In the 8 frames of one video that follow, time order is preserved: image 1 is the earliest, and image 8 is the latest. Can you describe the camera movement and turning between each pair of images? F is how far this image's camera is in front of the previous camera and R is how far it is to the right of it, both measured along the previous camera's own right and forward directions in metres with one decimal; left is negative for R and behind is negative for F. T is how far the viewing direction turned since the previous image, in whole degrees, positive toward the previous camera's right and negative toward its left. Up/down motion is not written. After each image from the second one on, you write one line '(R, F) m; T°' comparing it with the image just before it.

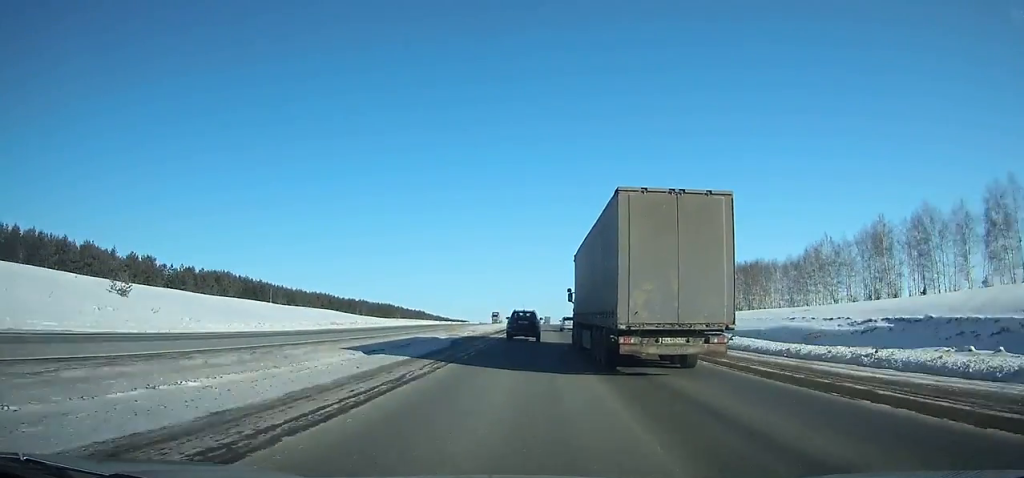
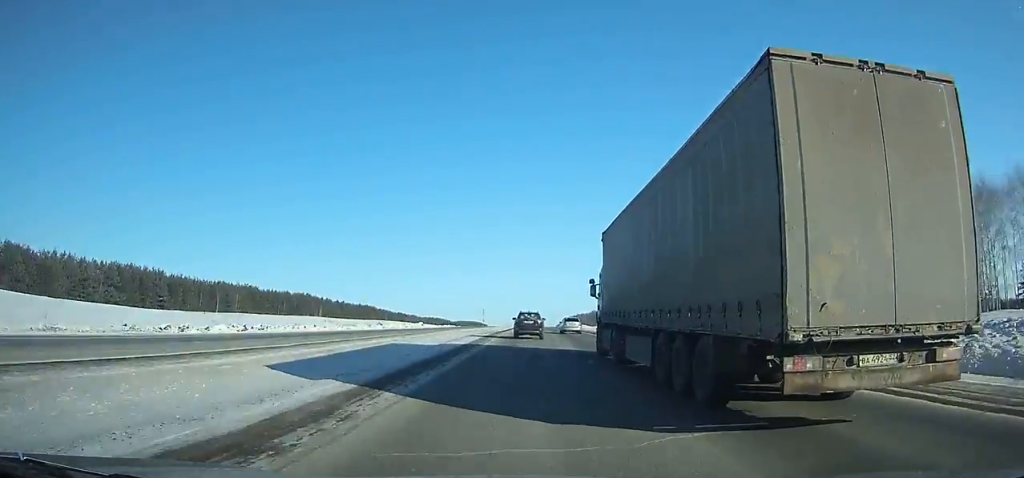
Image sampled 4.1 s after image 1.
(-0.2, +121.1) m; 0°
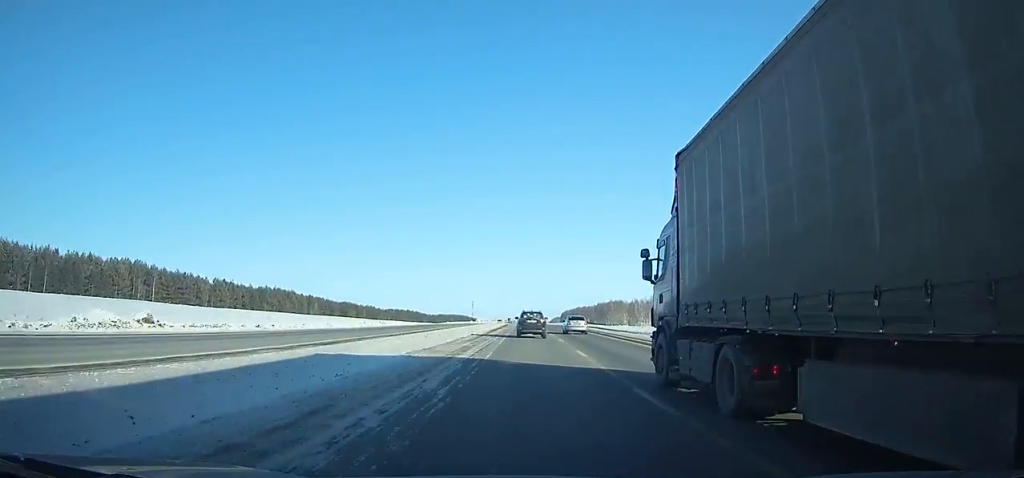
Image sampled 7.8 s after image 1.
(0.0, +102.0) m; 0°
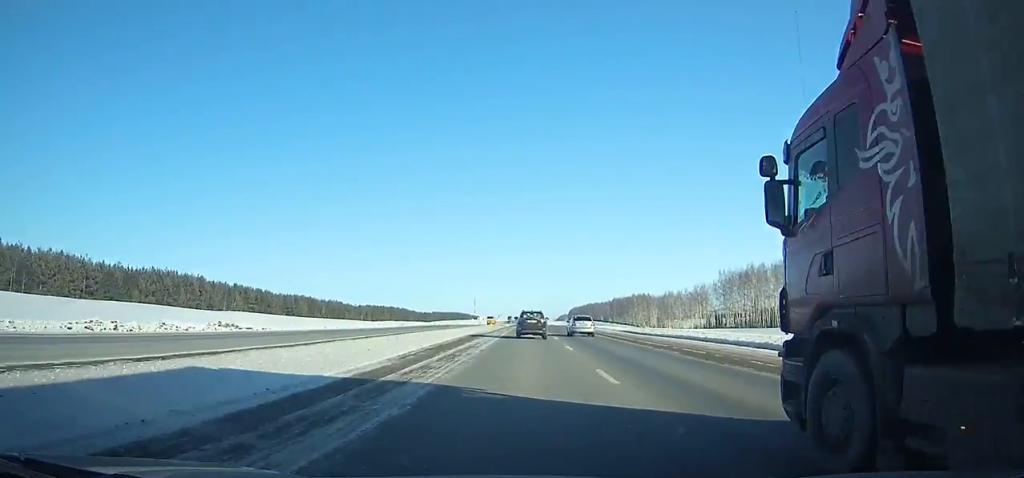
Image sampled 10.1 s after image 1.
(+0.1, +60.4) m; 0°
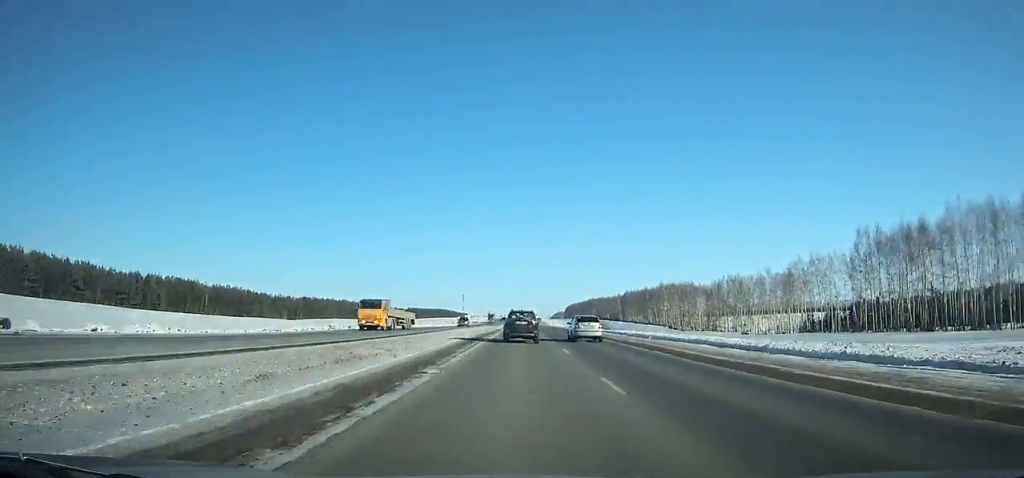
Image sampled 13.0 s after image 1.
(+0.2, +78.4) m; 0°
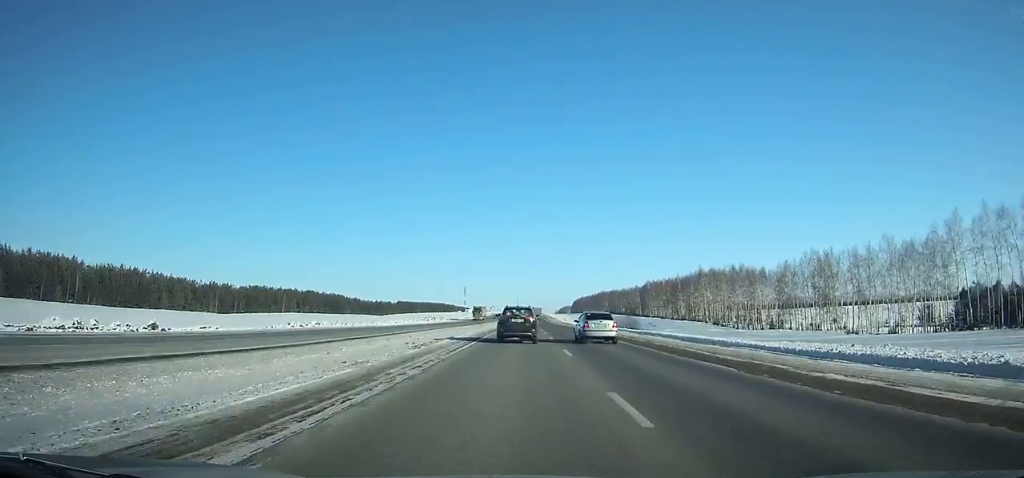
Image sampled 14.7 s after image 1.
(+0.1, +47.7) m; 0°
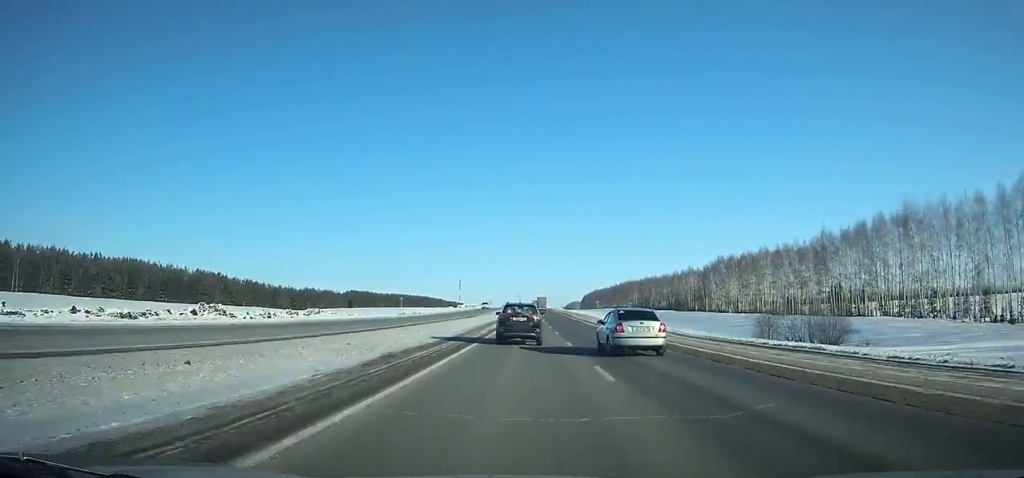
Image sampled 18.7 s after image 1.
(0.0, +115.3) m; 0°
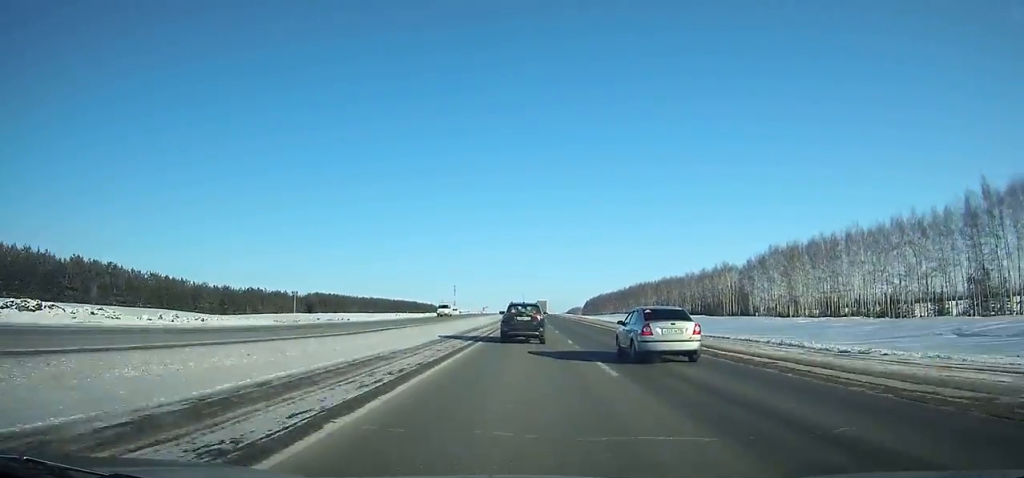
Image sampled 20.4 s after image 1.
(-0.1, +49.5) m; 0°
